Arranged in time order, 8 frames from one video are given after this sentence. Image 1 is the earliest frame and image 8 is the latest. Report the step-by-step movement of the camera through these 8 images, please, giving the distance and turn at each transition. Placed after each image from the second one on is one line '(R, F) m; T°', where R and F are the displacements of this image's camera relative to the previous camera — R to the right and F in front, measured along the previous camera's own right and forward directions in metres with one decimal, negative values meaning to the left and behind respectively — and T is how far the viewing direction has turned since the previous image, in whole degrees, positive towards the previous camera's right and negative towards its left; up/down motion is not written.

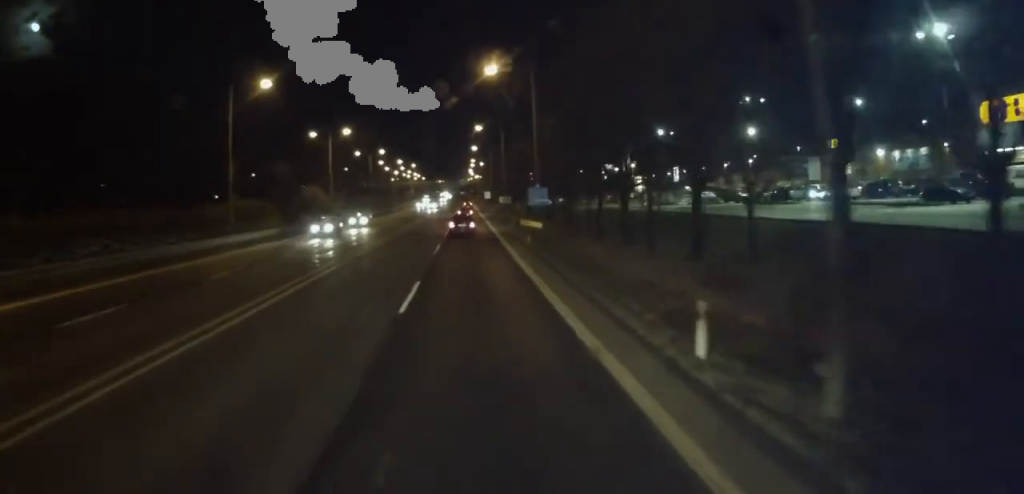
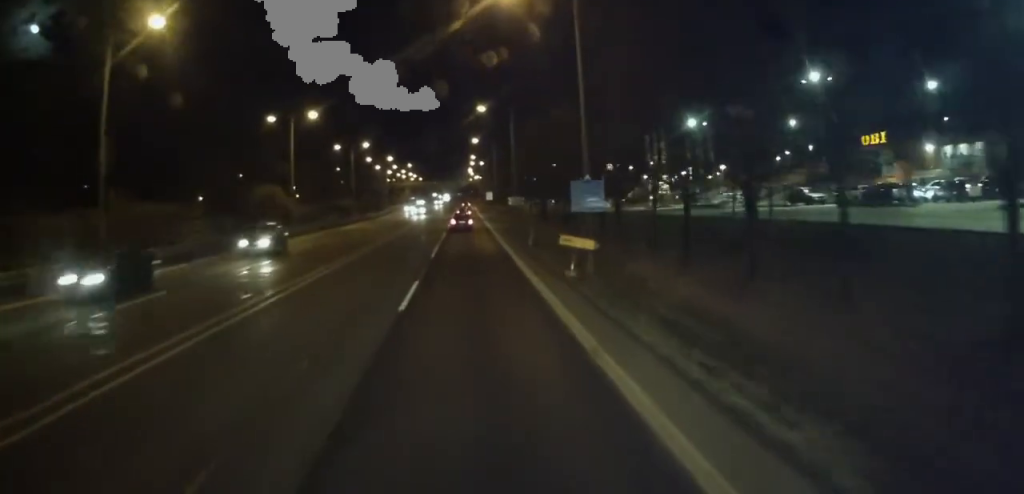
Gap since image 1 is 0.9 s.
(-0.1, +15.1) m; 0°
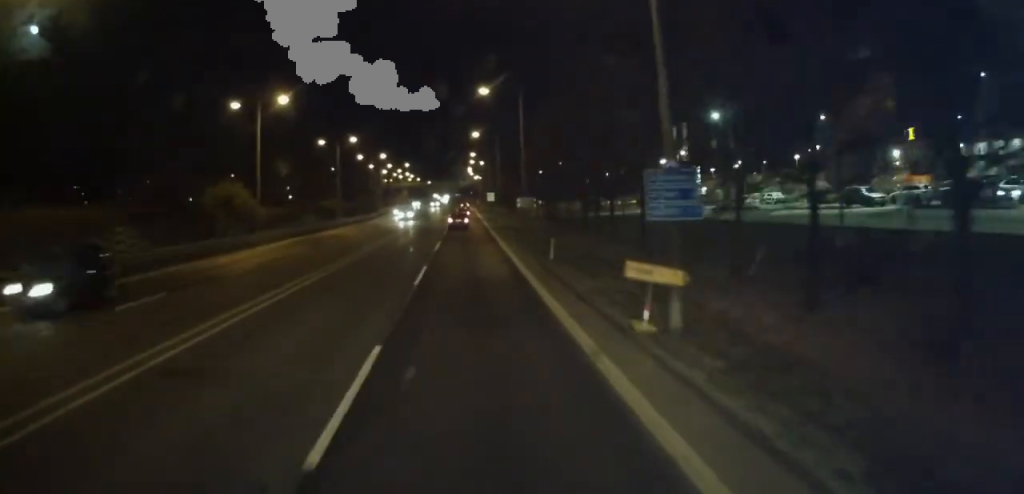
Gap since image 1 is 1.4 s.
(-0.1, +8.9) m; +1°
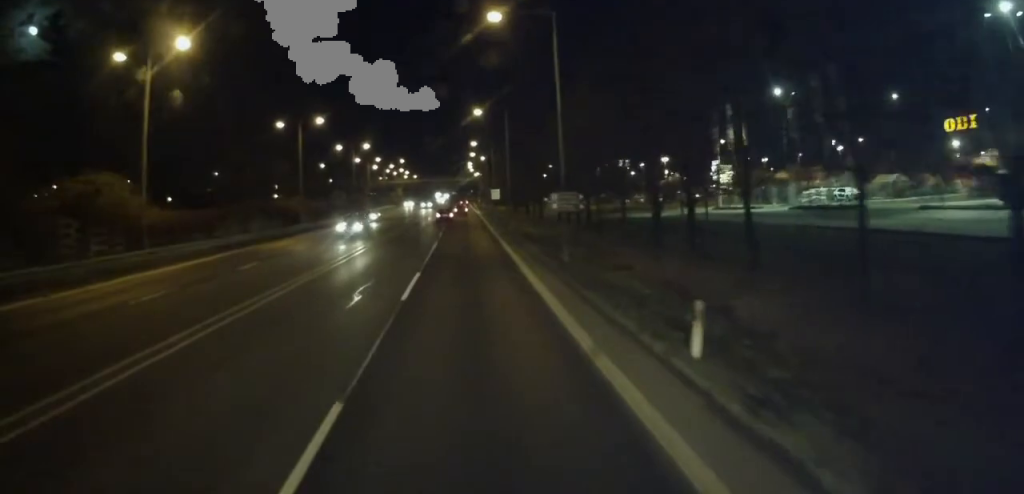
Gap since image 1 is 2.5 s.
(+0.6, +17.2) m; +1°
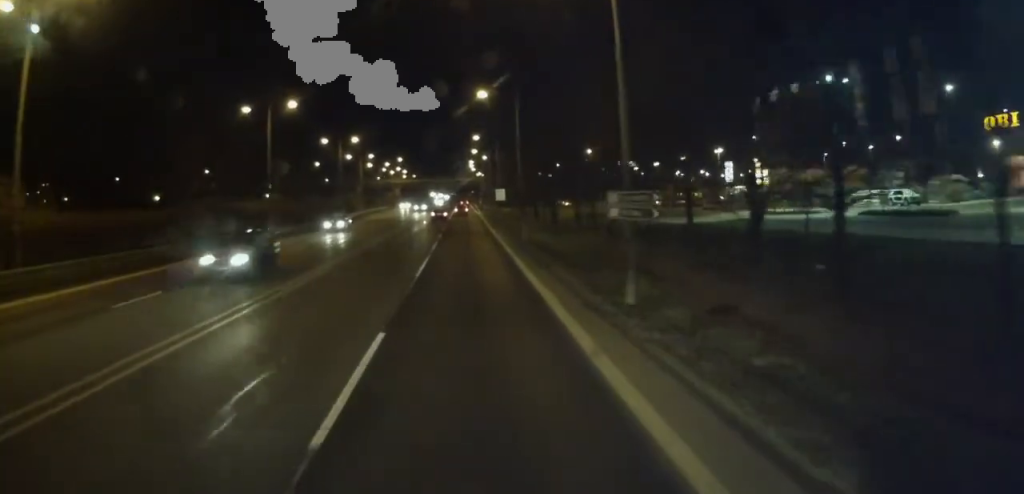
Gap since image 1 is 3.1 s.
(-0.1, +9.9) m; -1°
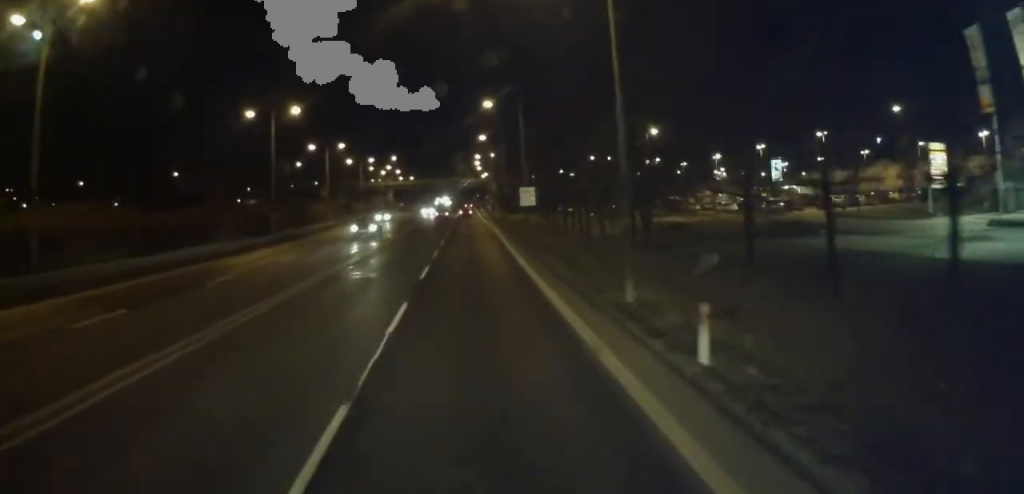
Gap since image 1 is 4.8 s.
(-0.8, +28.9) m; -1°
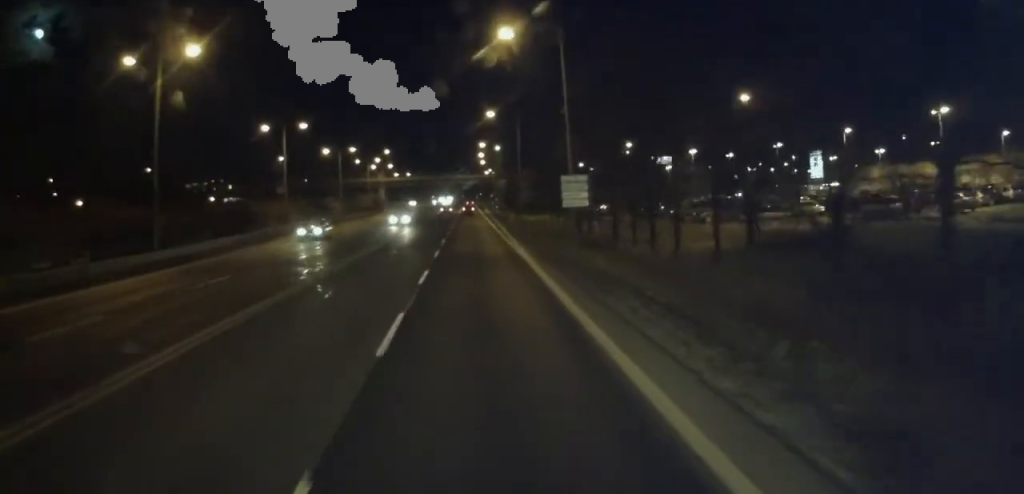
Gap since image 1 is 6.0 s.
(+0.5, +19.4) m; +1°
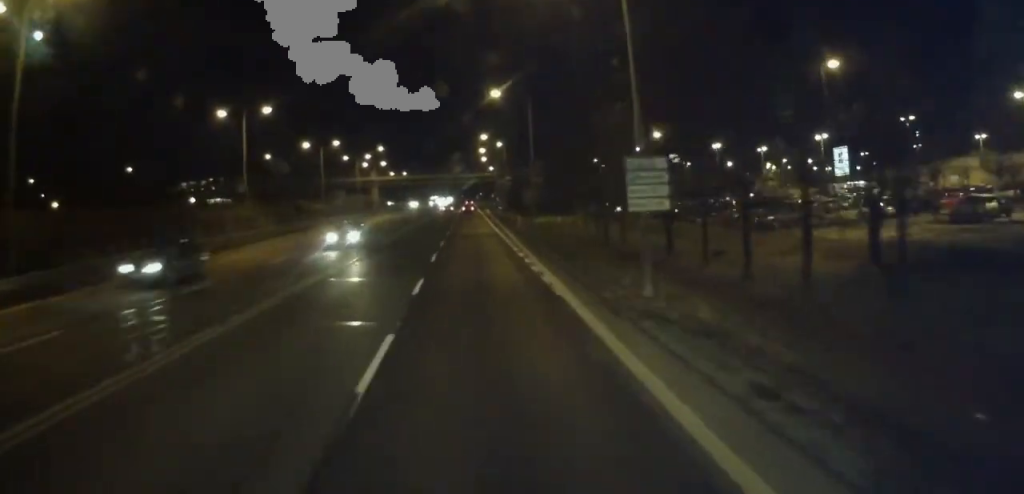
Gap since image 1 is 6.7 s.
(+0.1, +10.8) m; 0°
